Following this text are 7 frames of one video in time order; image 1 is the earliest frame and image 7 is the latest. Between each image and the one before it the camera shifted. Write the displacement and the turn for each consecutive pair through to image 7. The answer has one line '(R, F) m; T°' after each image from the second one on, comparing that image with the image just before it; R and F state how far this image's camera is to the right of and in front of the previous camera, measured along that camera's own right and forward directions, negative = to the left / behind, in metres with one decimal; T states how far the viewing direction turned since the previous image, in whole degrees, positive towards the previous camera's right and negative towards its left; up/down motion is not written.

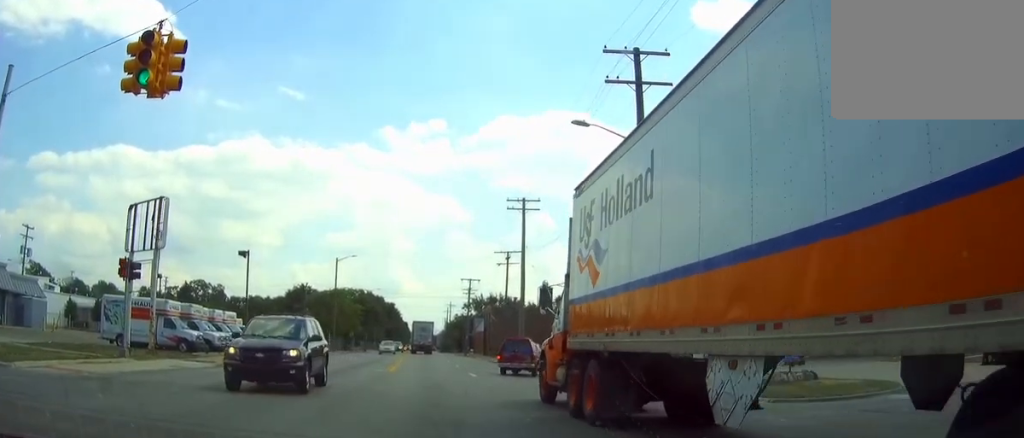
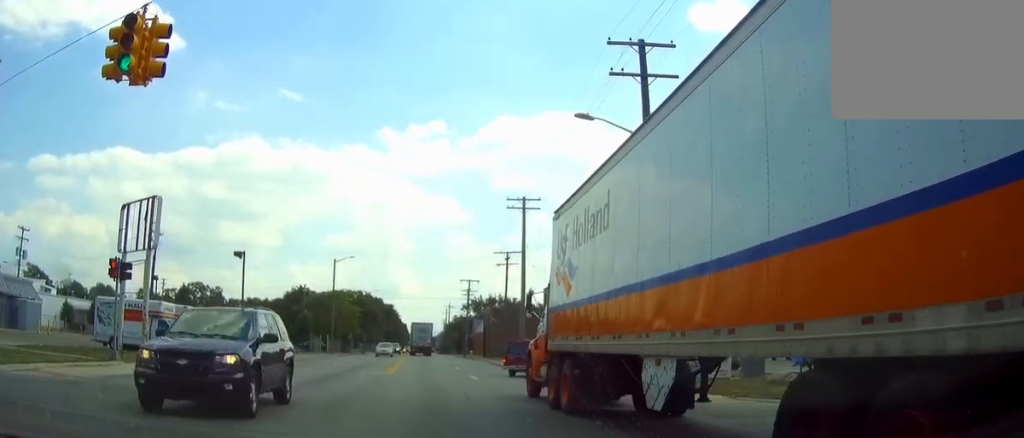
(+0.1, +1.2) m; -4°
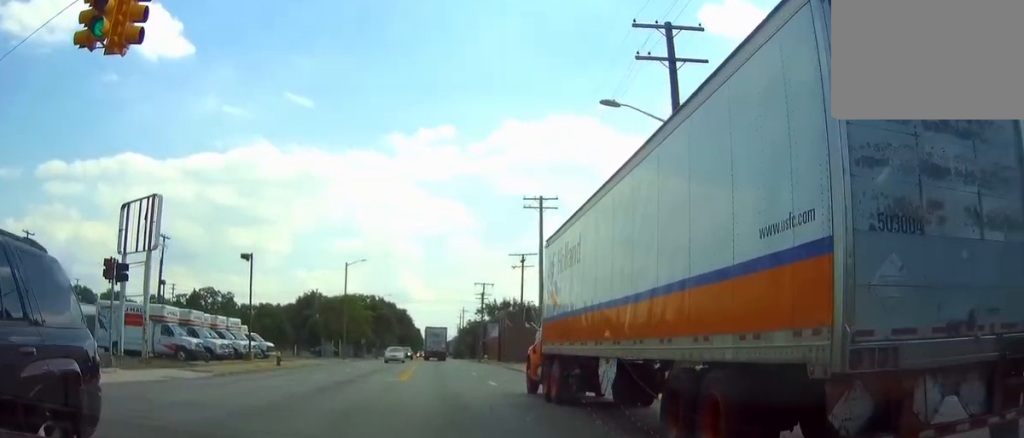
(-0.3, +2.5) m; -13°
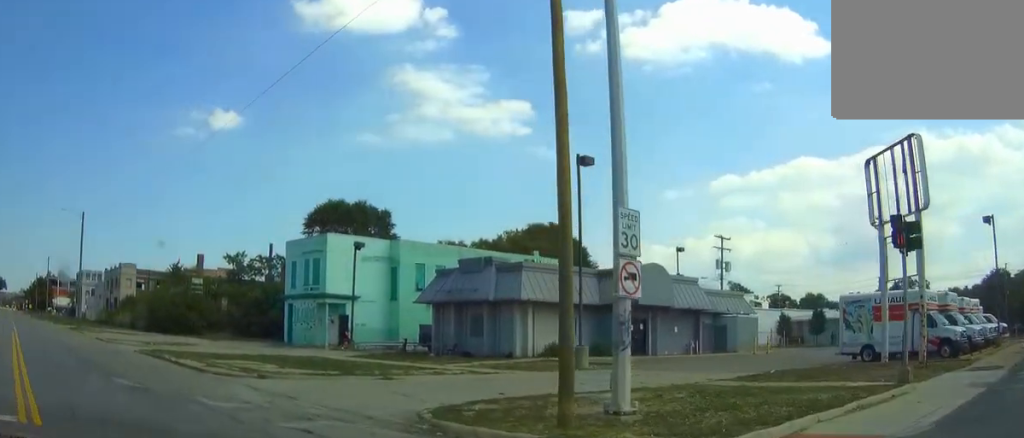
(-4.1, +8.6) m; -46°
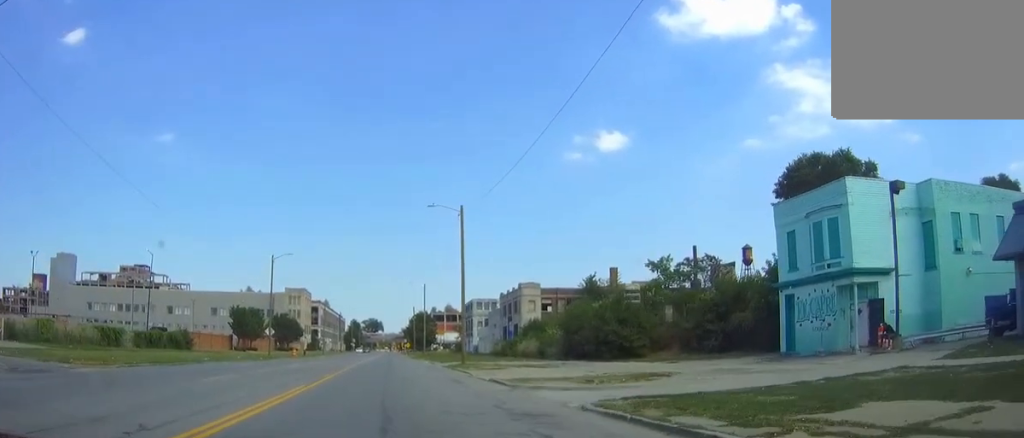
(-5.0, +17.4) m; -23°
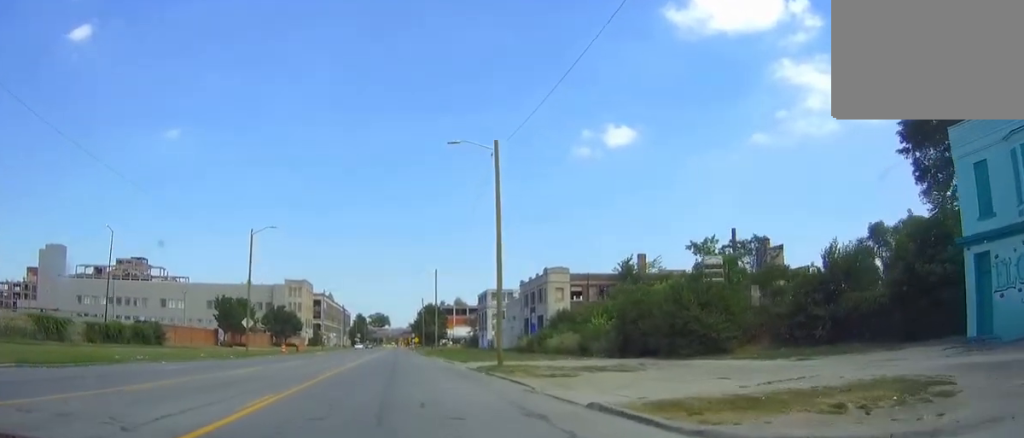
(-0.6, +14.9) m; -4°
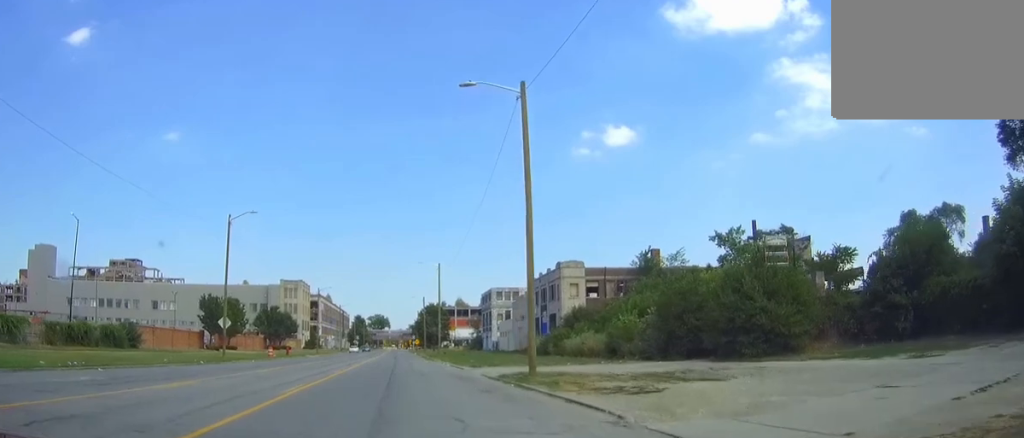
(-0.1, +8.5) m; -1°
